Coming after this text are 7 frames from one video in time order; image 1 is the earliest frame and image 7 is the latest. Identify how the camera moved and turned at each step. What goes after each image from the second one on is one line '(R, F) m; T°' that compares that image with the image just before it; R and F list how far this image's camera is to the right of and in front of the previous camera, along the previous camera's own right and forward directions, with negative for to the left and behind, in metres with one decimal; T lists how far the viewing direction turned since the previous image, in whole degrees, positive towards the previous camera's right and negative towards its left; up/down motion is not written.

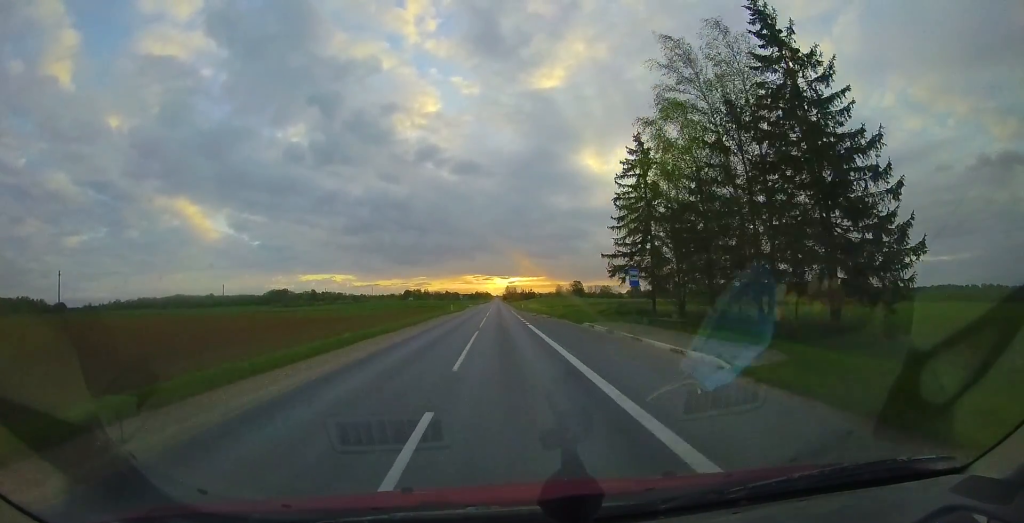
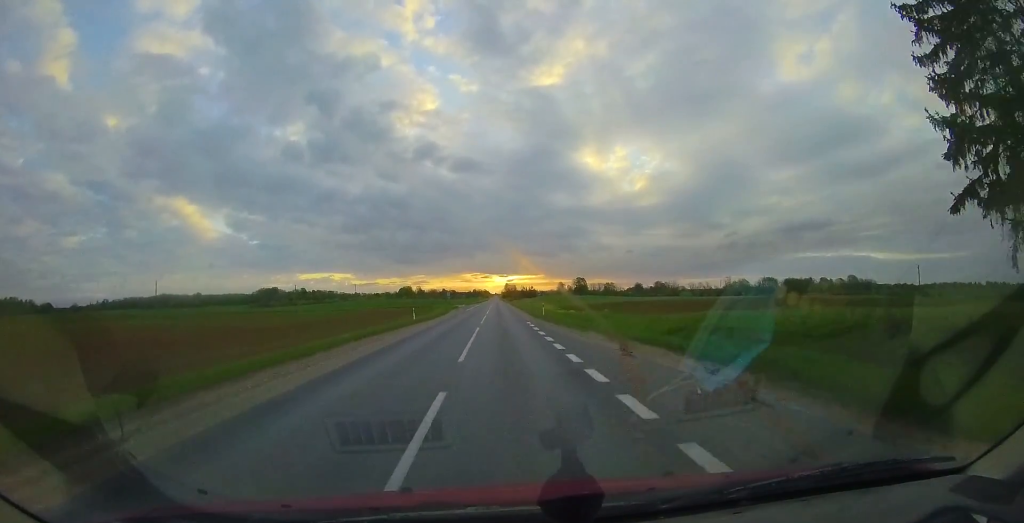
(-0.6, +23.2) m; 0°
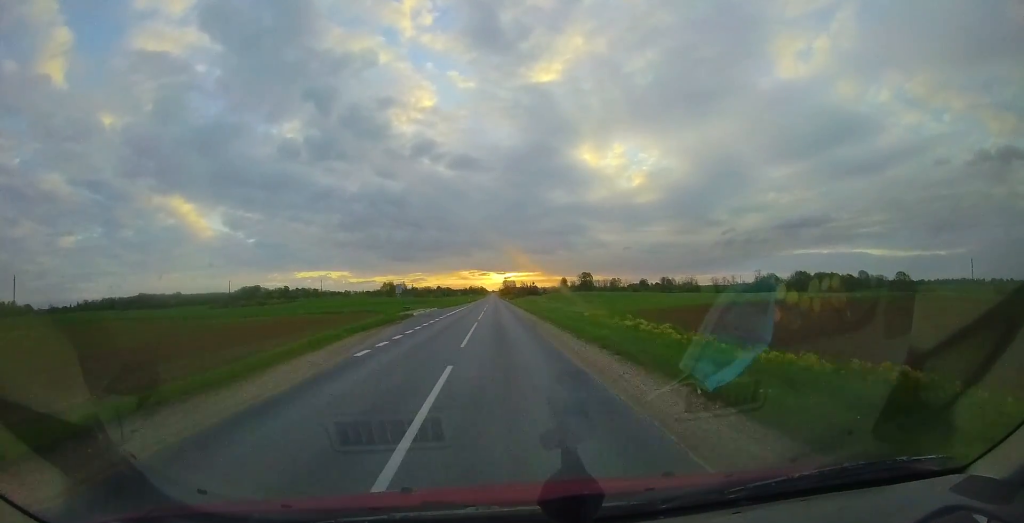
(+0.8, +34.7) m; +1°
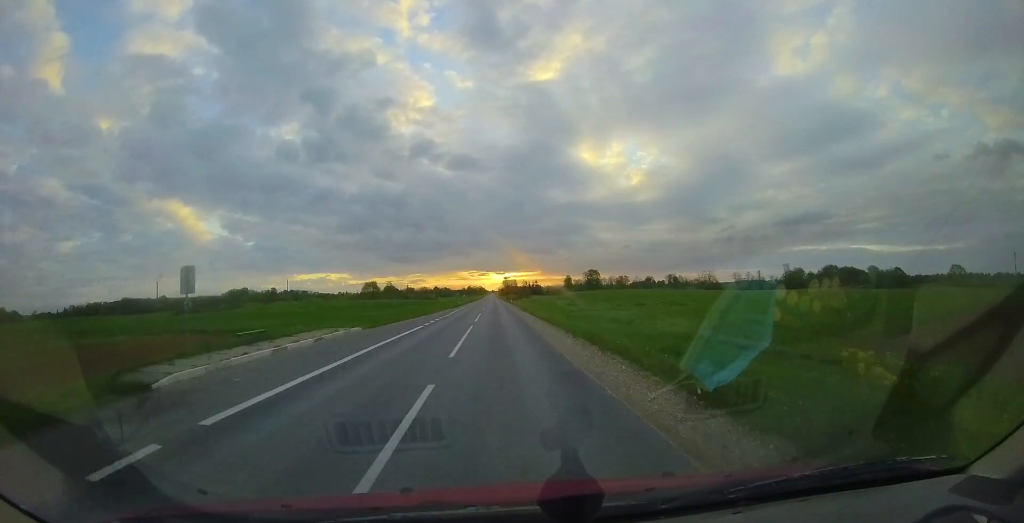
(-0.2, +25.2) m; -1°
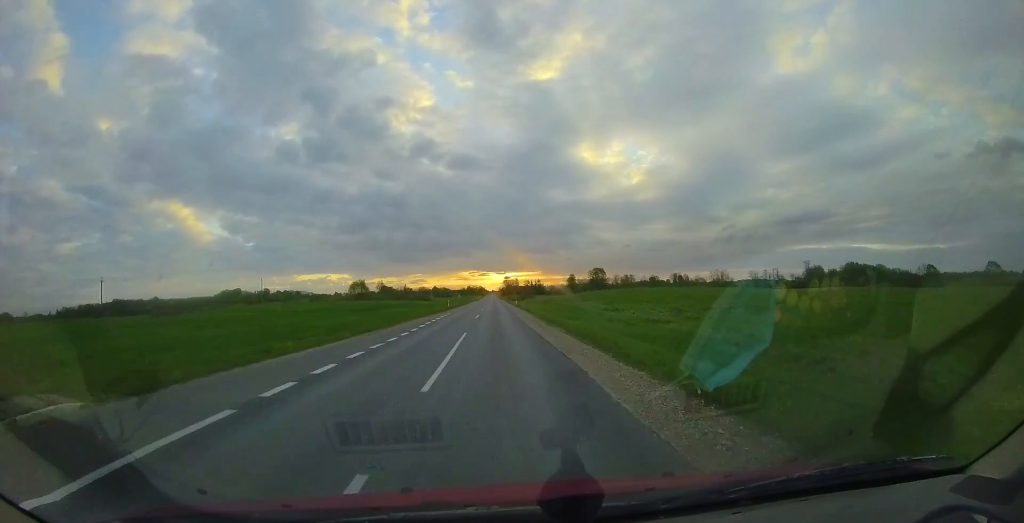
(0.0, +15.2) m; 0°
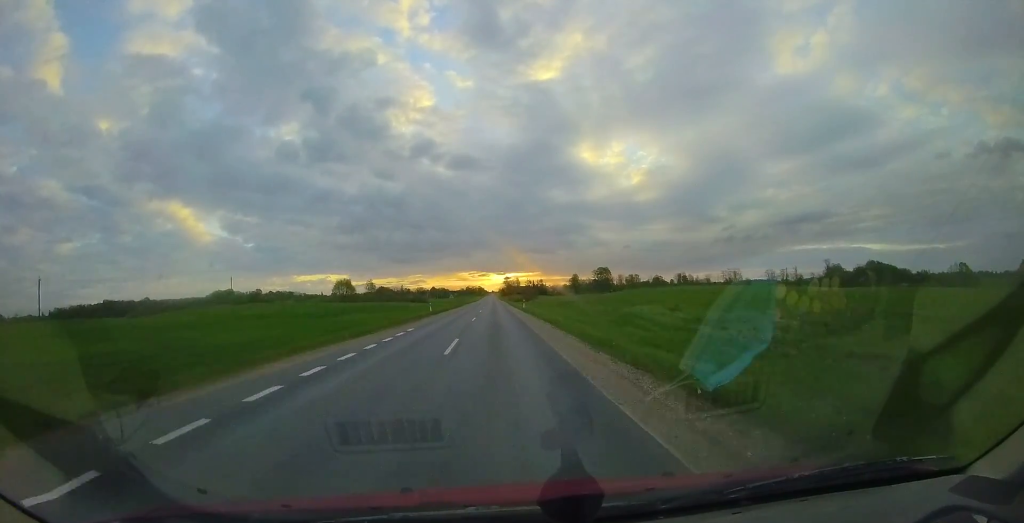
(-0.1, +14.4) m; 0°
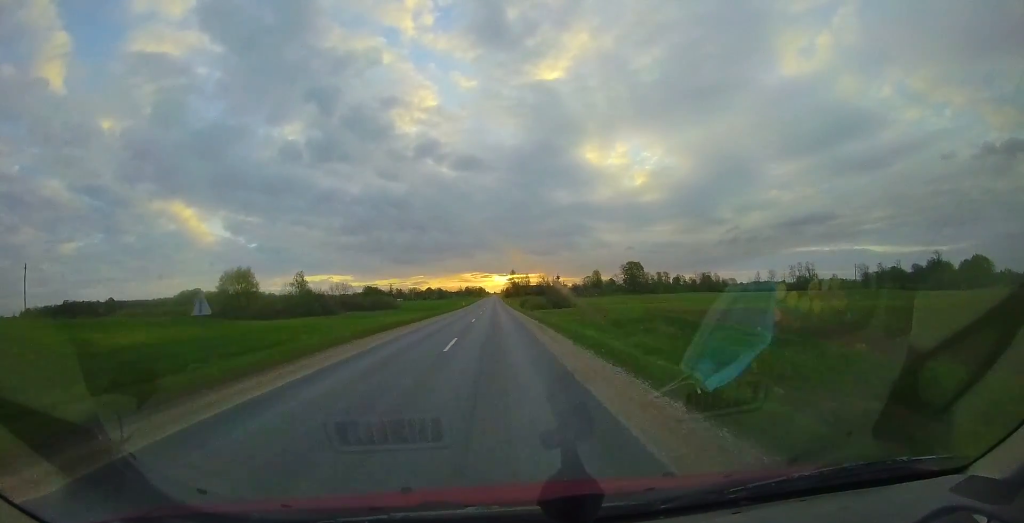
(0.0, +59.6) m; -1°
